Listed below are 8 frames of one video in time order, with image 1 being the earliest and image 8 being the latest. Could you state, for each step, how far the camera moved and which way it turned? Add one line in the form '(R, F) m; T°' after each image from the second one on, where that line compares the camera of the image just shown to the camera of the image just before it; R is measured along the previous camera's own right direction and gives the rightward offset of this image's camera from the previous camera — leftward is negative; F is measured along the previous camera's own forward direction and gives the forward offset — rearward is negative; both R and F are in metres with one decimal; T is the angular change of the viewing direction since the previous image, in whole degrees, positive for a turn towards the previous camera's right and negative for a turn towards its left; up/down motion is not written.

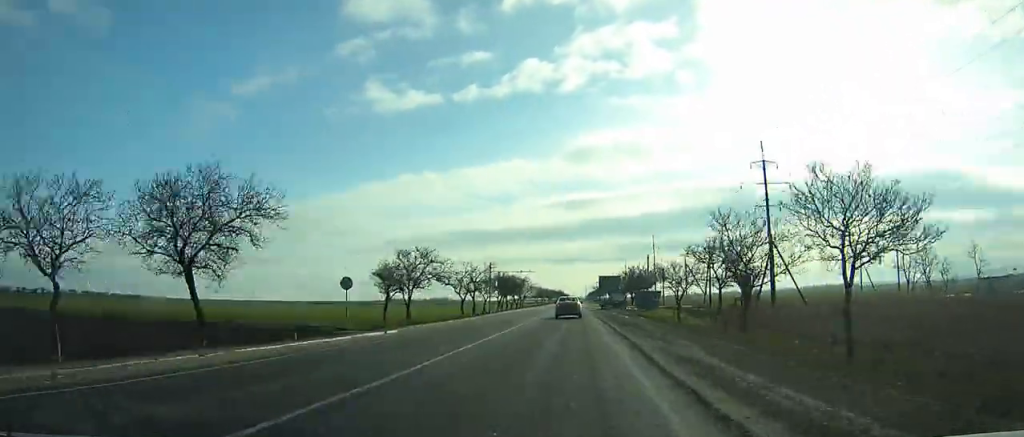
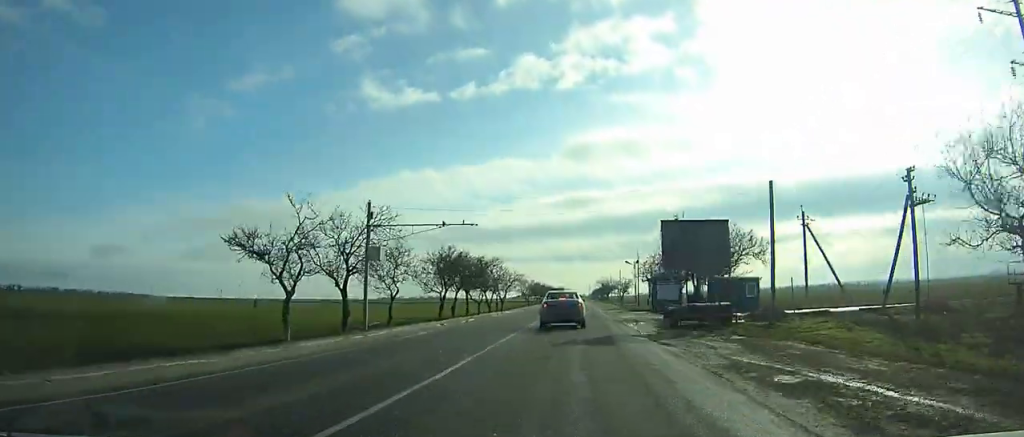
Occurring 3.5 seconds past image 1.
(-0.4, +42.5) m; +2°
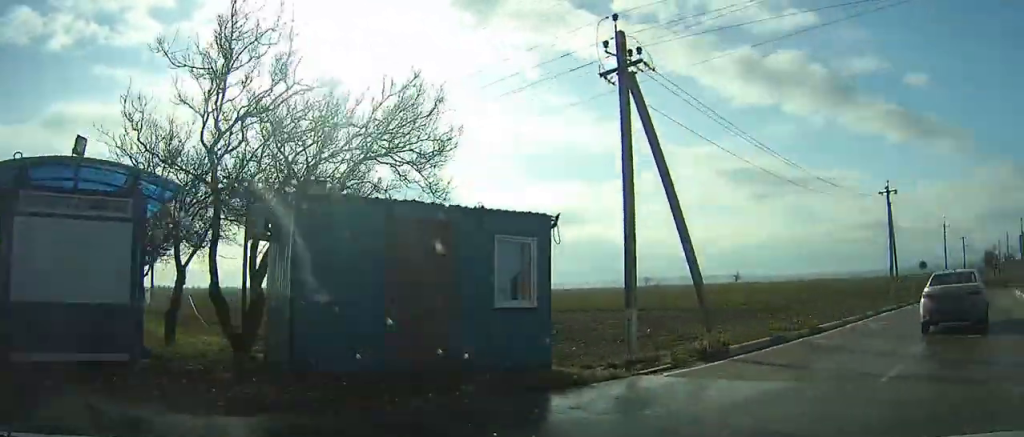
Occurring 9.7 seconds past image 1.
(+11.8, +36.6) m; +66°
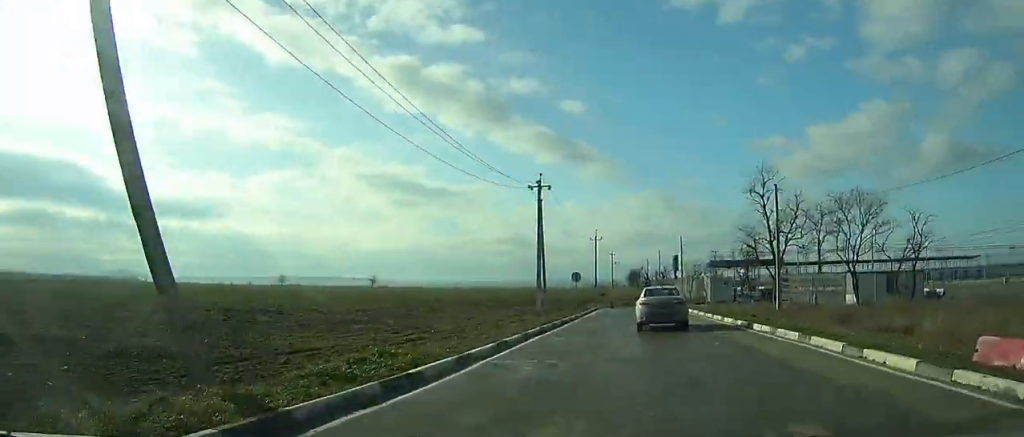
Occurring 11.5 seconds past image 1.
(+2.8, +9.2) m; +22°
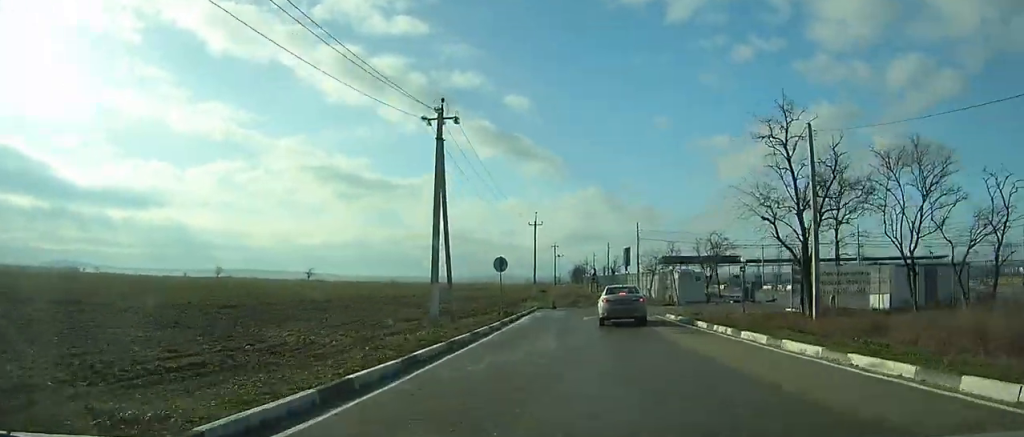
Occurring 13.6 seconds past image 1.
(+1.1, +11.2) m; +7°
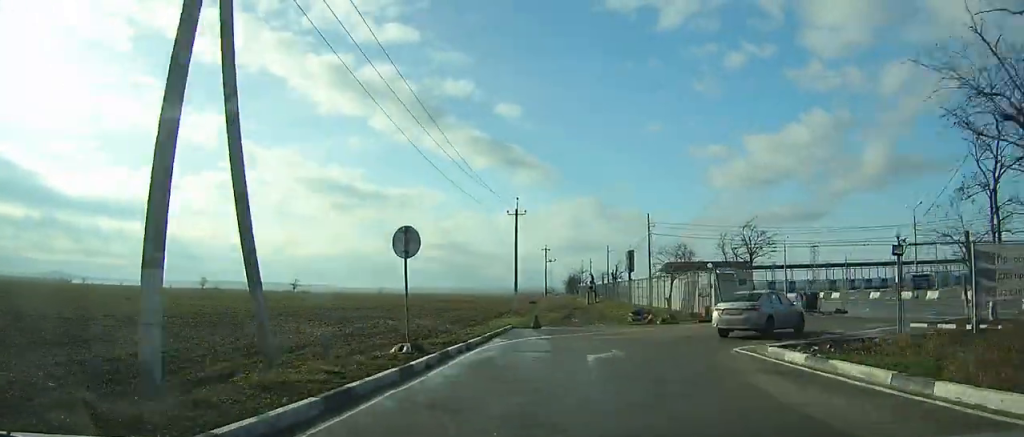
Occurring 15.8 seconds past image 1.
(+0.6, +12.4) m; +13°
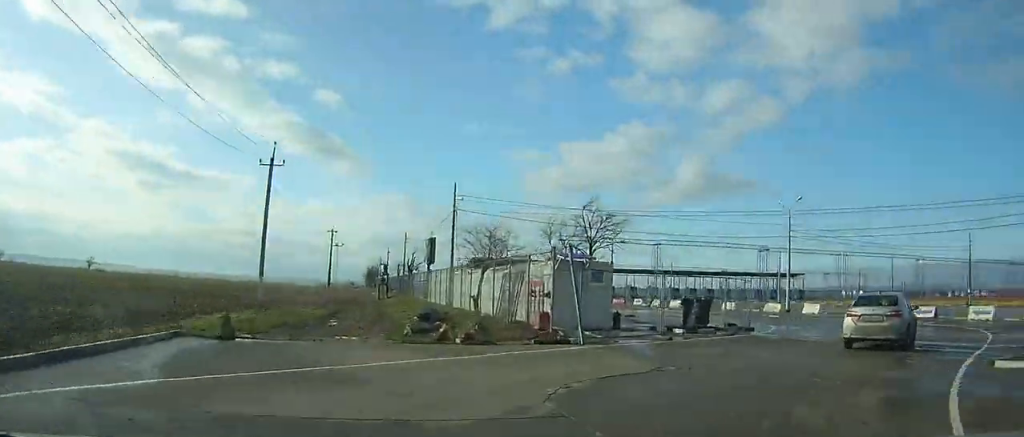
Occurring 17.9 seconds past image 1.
(+1.0, +11.7) m; +11°
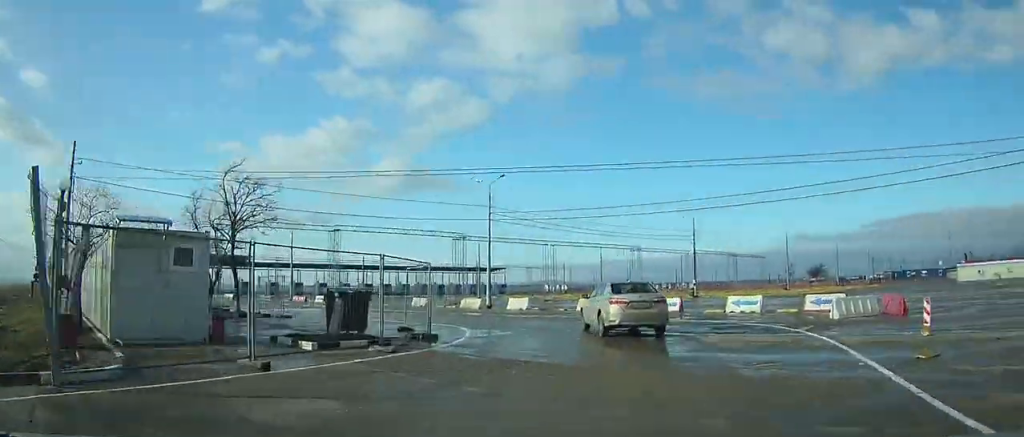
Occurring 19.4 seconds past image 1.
(+2.0, +8.8) m; +6°
